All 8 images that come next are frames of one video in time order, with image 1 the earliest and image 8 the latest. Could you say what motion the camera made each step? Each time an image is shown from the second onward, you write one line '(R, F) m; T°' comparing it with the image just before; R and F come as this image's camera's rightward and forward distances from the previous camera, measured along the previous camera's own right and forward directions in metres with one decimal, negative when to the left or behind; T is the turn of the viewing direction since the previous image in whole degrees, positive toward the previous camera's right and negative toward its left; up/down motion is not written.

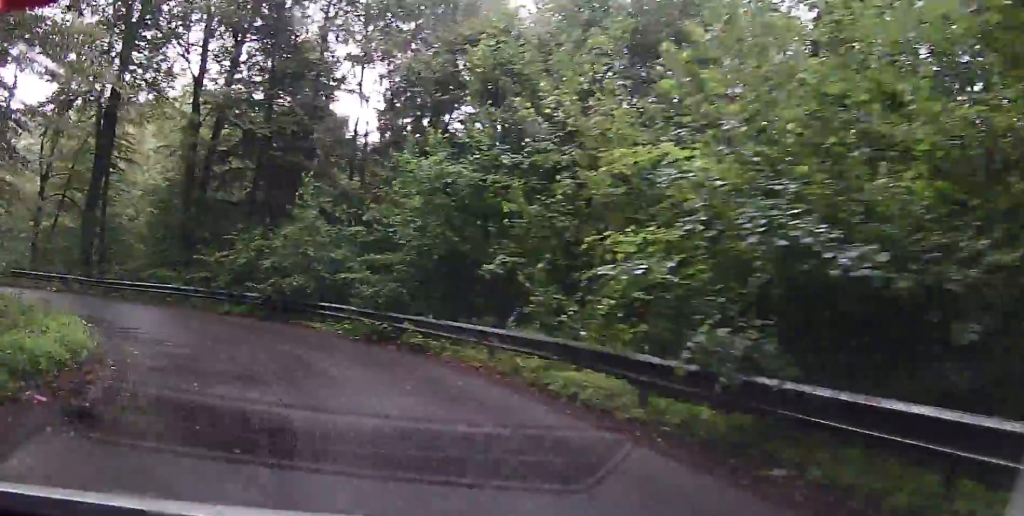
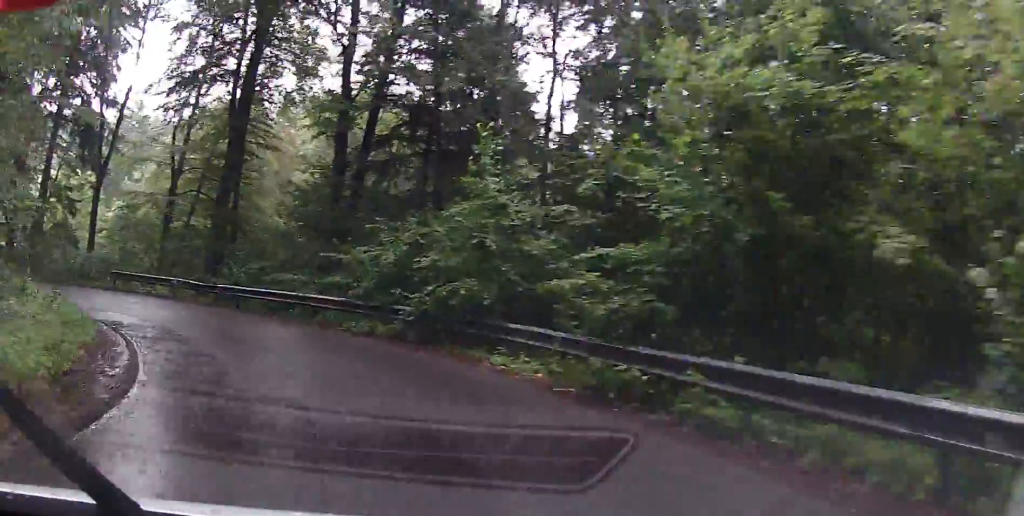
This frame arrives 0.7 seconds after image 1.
(-1.0, +6.7) m; -15°
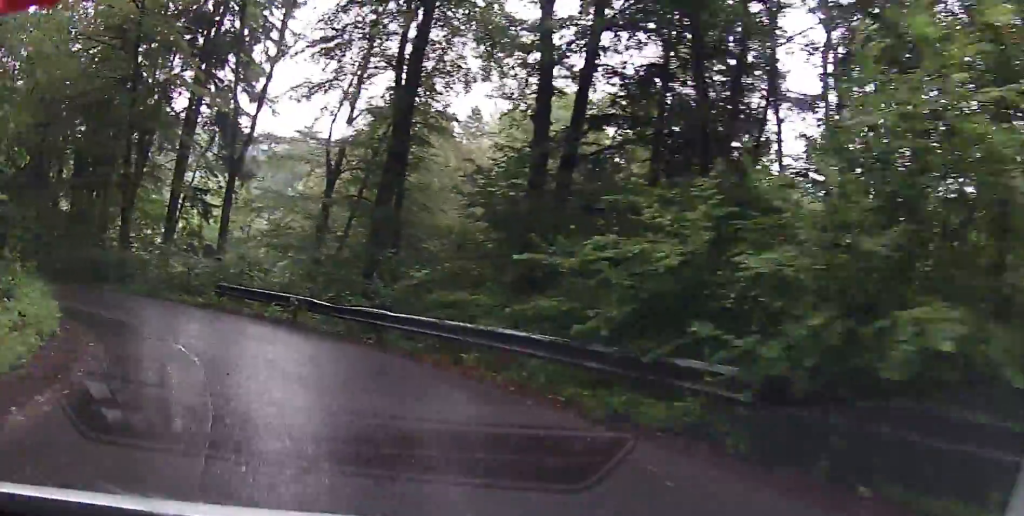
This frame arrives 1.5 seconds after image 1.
(-1.1, +7.1) m; -16°
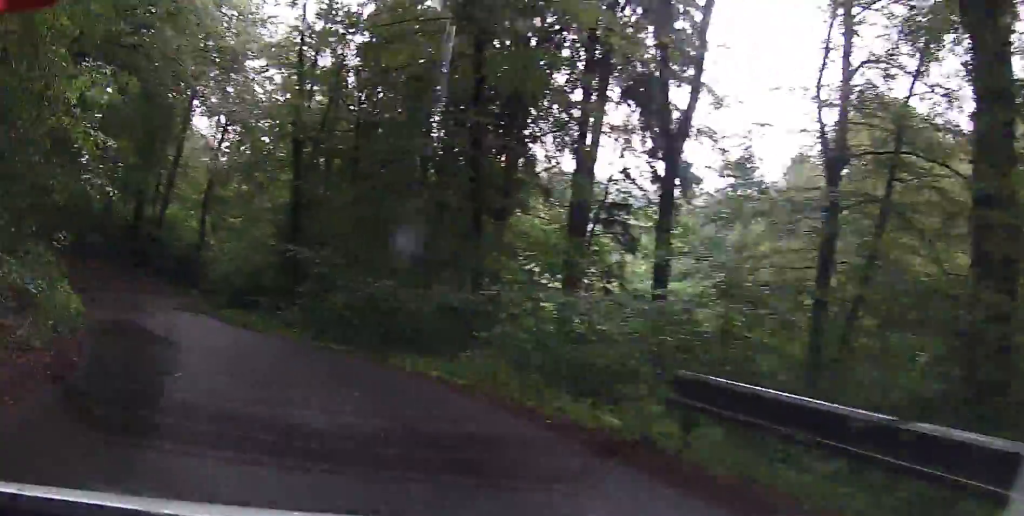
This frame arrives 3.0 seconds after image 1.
(-2.4, +12.5) m; -19°
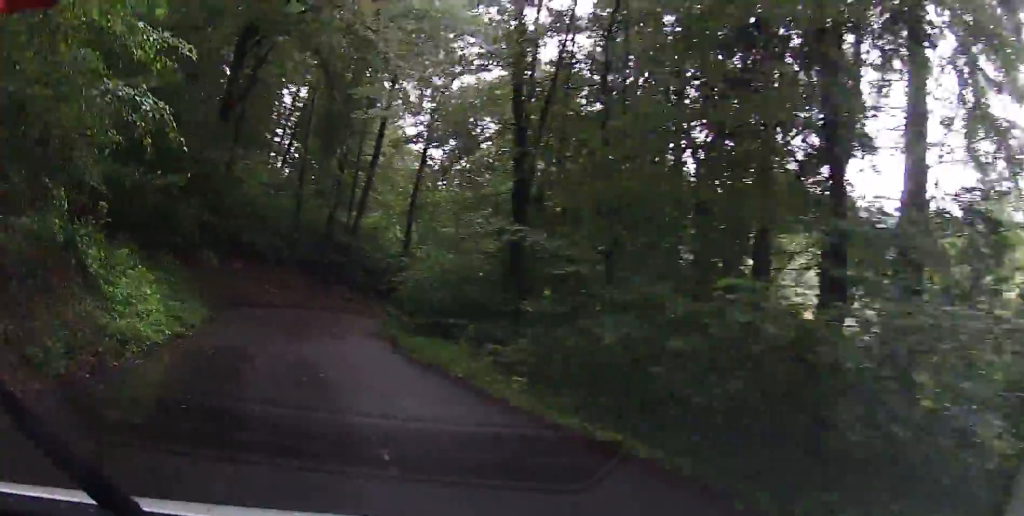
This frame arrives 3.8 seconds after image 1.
(-0.7, +7.0) m; -13°
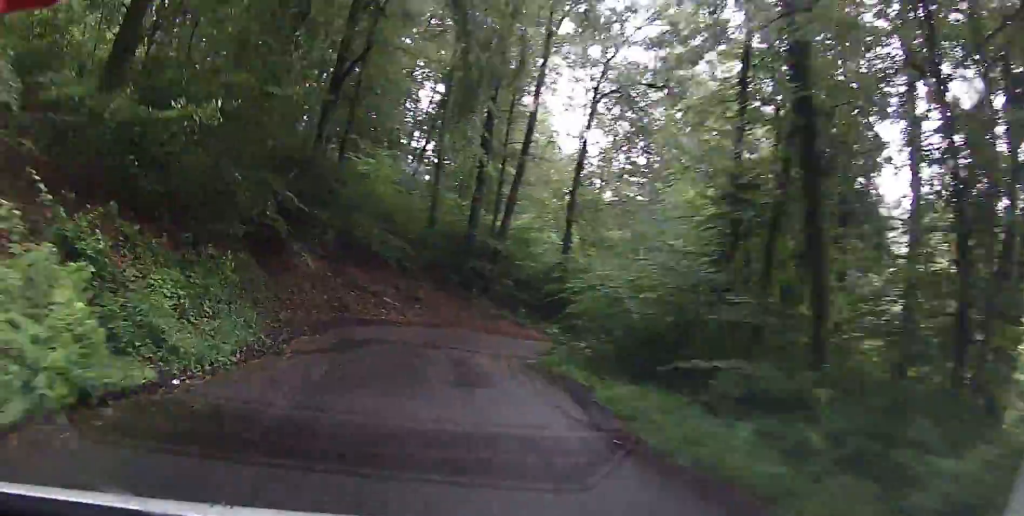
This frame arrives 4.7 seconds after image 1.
(-1.1, +7.0) m; -17°
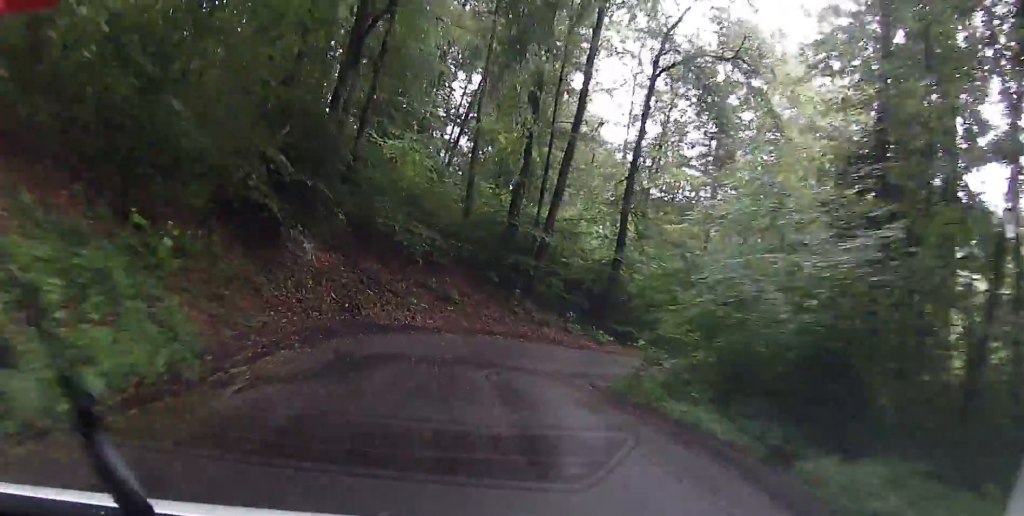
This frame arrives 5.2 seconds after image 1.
(-0.2, +4.3) m; -10°
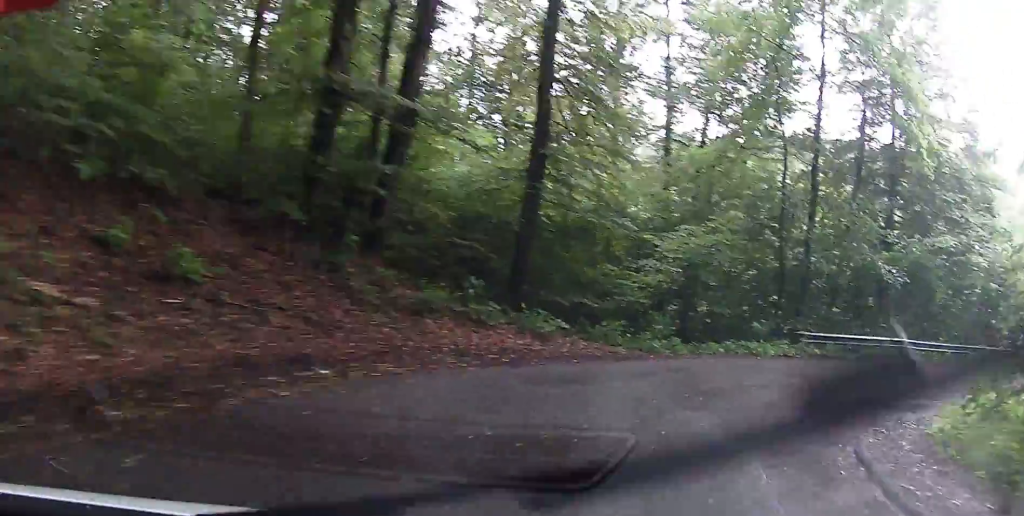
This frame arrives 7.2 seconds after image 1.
(-2.7, +14.2) m; -2°
